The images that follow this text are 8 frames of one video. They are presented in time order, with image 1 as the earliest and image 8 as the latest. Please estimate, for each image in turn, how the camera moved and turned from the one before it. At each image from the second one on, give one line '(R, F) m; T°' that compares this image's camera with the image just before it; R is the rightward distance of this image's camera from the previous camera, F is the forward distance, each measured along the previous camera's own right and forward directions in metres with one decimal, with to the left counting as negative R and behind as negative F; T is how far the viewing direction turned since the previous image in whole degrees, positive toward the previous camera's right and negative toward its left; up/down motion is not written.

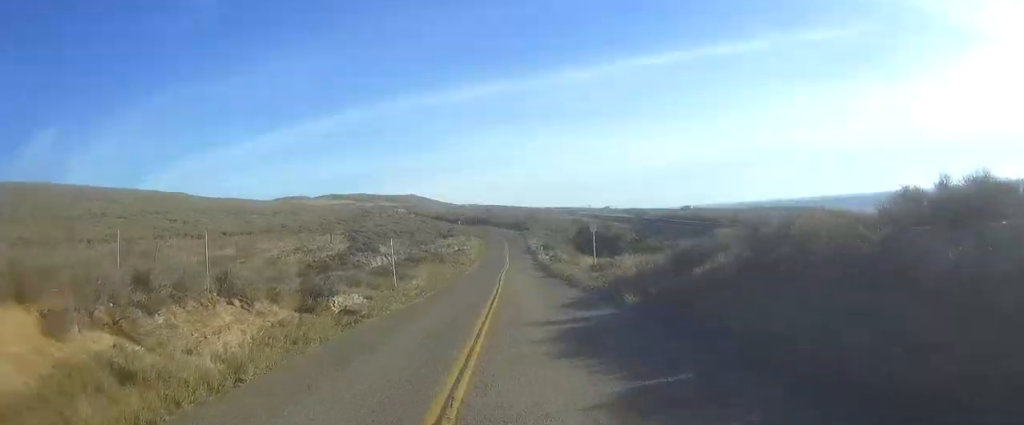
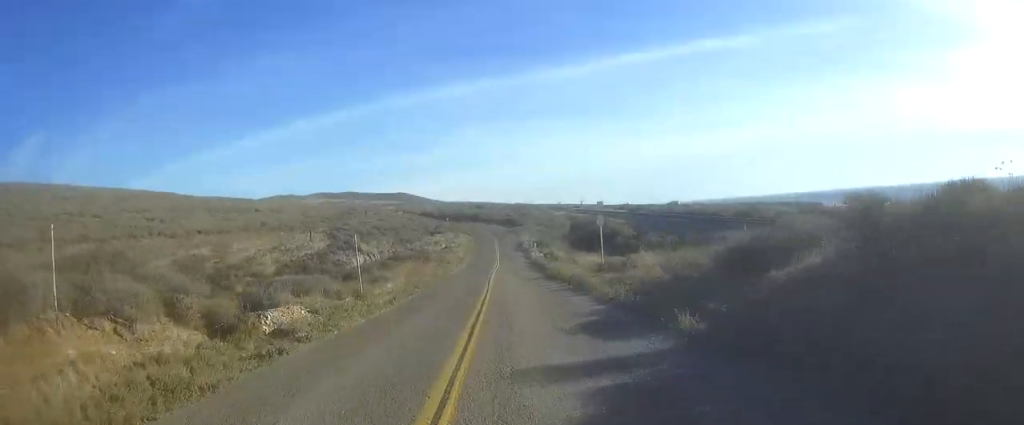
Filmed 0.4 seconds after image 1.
(0.0, +5.8) m; 0°
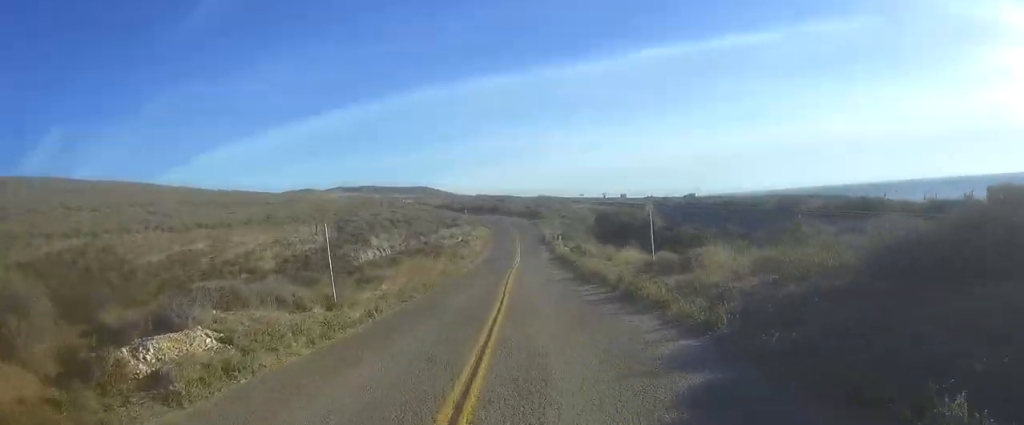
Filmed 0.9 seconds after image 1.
(+0.1, +7.0) m; +1°
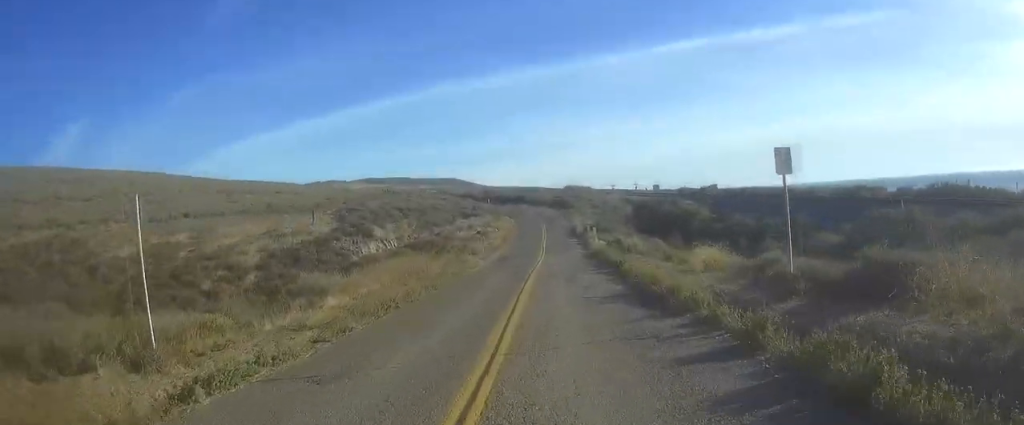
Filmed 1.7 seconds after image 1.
(+0.1, +11.0) m; 0°
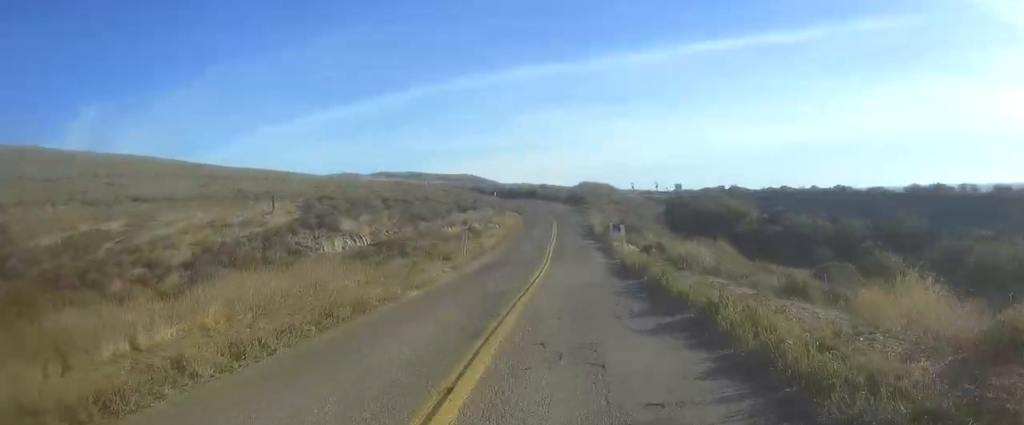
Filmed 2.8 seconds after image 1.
(-0.1, +13.8) m; -1°
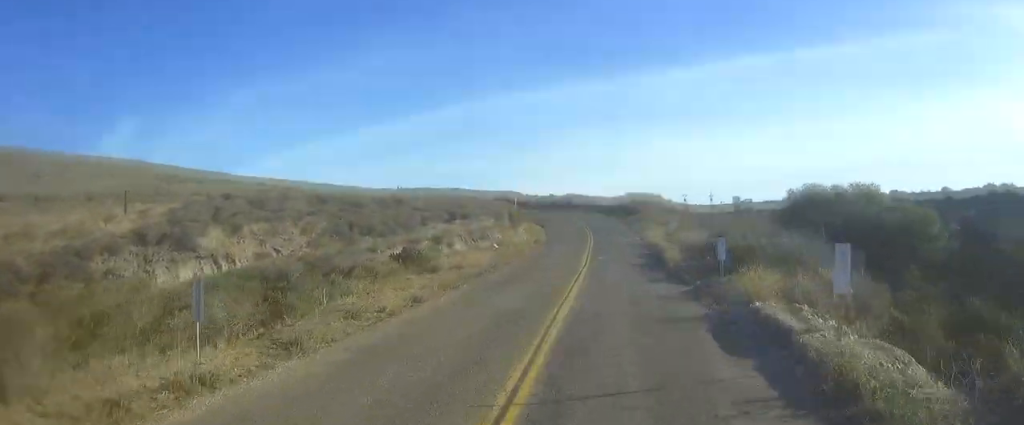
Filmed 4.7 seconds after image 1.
(+0.3, +26.1) m; +2°
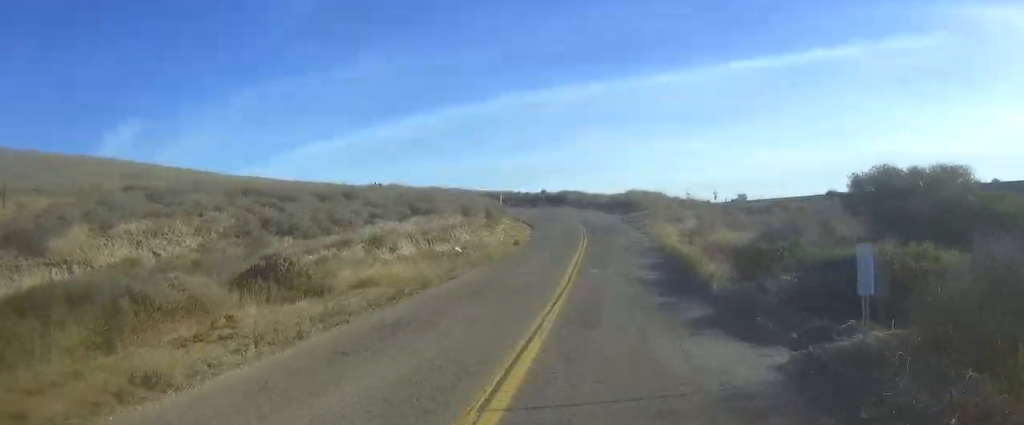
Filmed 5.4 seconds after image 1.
(+0.1, +10.7) m; -1°
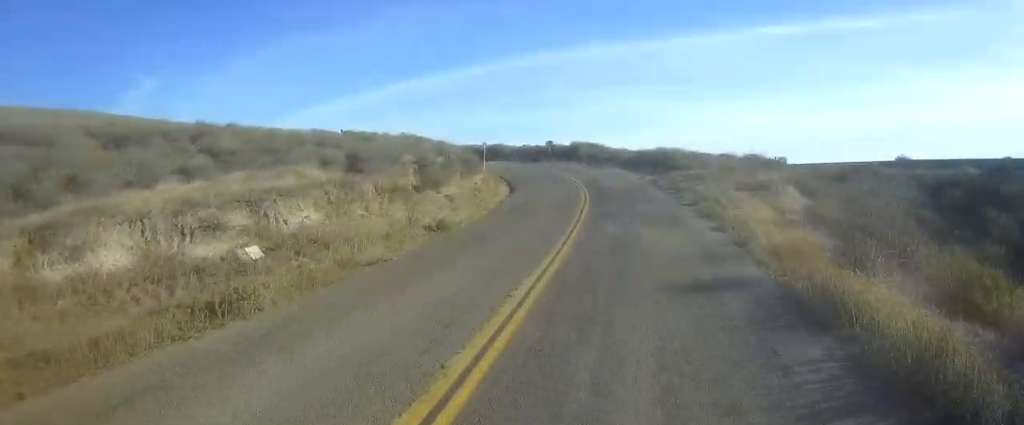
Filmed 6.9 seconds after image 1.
(-0.7, +21.2) m; -3°
